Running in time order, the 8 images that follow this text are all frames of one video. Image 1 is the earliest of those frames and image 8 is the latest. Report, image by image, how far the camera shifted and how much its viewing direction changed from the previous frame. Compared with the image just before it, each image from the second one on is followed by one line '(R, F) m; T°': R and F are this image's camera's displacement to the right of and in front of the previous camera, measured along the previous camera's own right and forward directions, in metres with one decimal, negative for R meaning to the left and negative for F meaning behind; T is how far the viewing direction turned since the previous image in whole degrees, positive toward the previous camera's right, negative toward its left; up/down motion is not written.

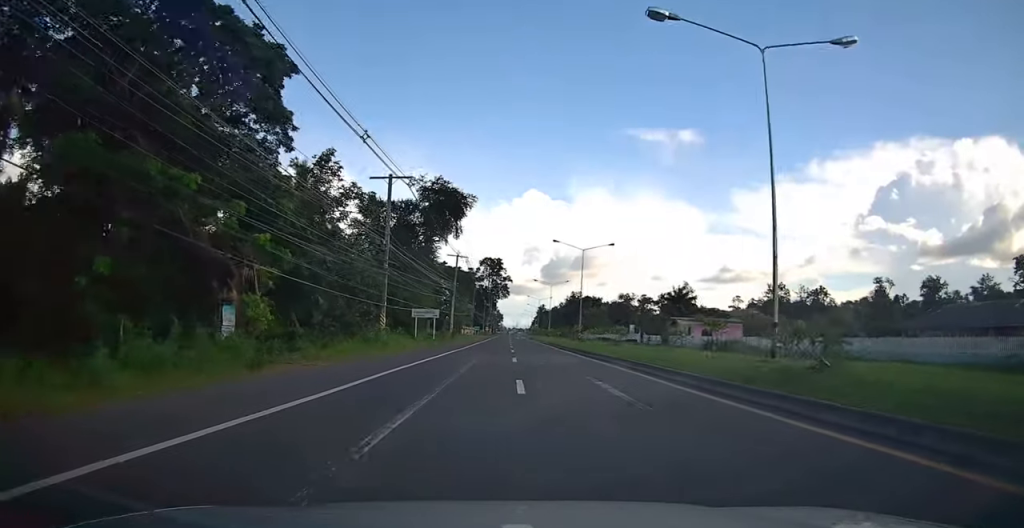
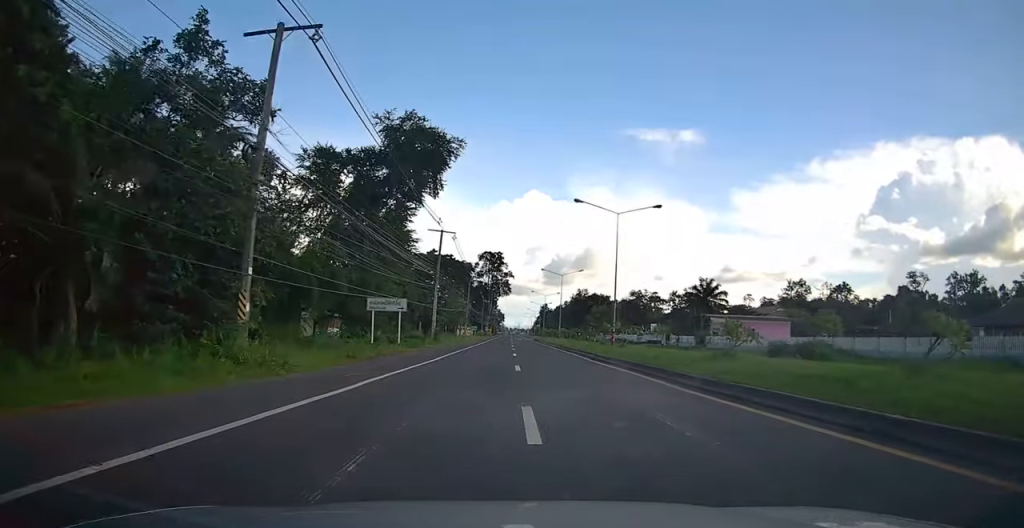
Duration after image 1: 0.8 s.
(+0.7, +16.8) m; 0°
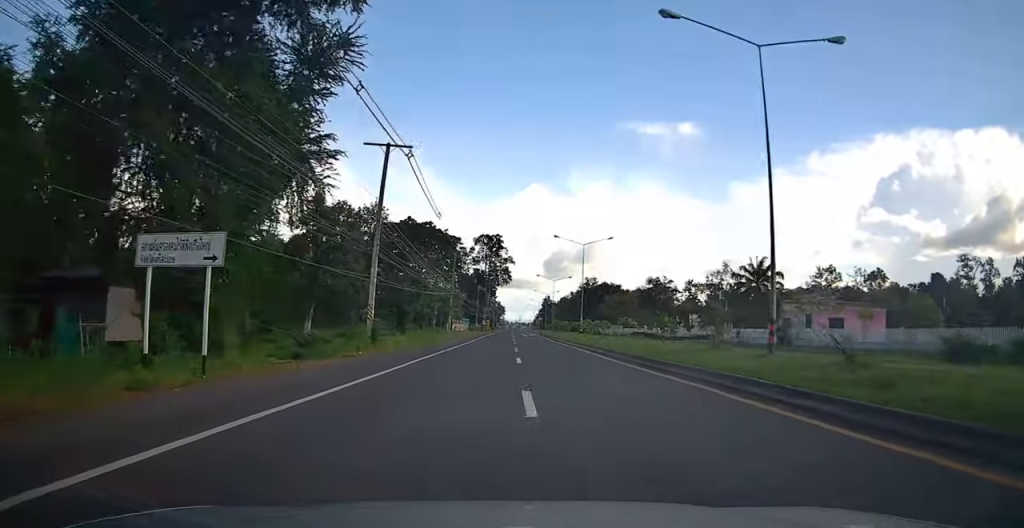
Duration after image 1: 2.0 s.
(-0.8, +22.5) m; 0°
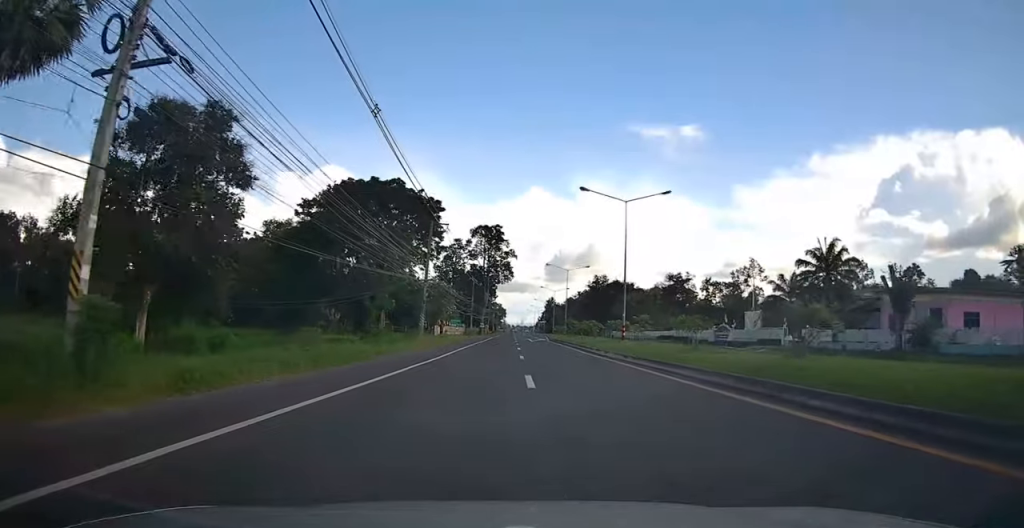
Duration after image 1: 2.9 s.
(+0.8, +19.5) m; 0°
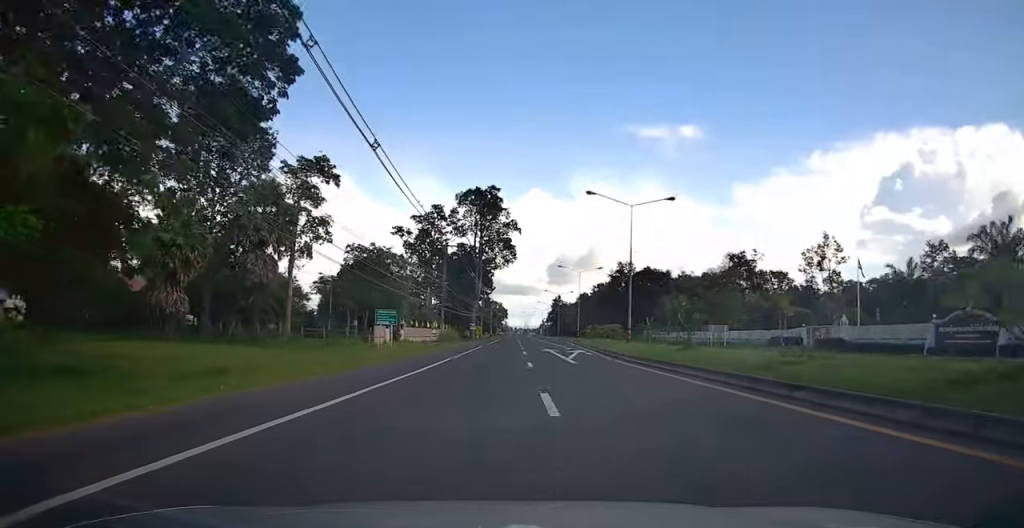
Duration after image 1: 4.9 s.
(-0.1, +40.0) m; 0°
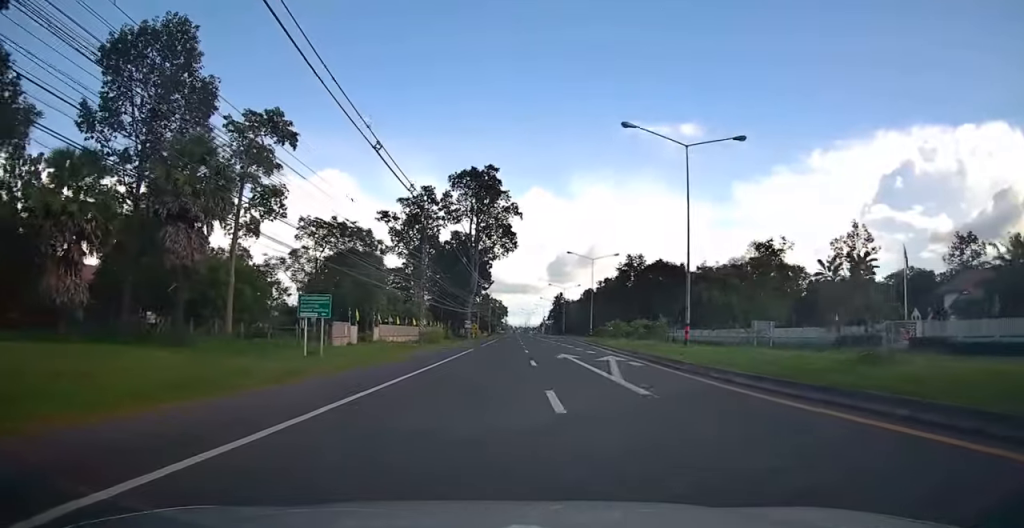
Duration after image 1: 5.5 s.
(-0.3, +11.8) m; 0°
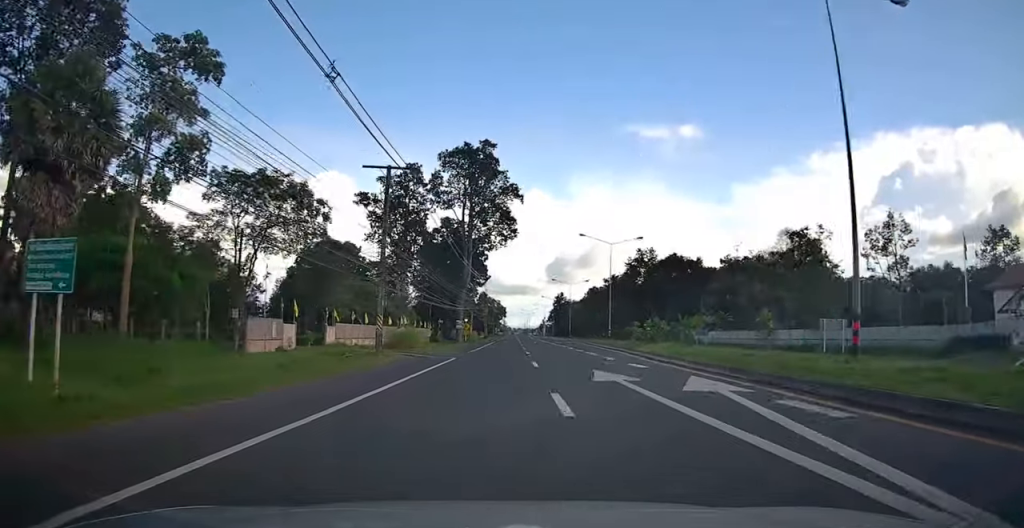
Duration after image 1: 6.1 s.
(-0.3, +12.8) m; 0°
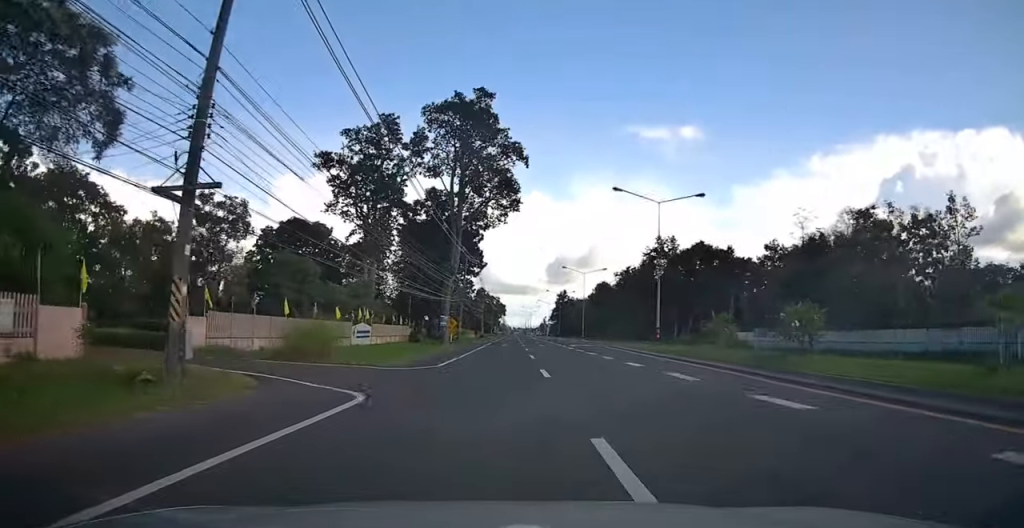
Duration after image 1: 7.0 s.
(+0.6, +16.8) m; 0°
